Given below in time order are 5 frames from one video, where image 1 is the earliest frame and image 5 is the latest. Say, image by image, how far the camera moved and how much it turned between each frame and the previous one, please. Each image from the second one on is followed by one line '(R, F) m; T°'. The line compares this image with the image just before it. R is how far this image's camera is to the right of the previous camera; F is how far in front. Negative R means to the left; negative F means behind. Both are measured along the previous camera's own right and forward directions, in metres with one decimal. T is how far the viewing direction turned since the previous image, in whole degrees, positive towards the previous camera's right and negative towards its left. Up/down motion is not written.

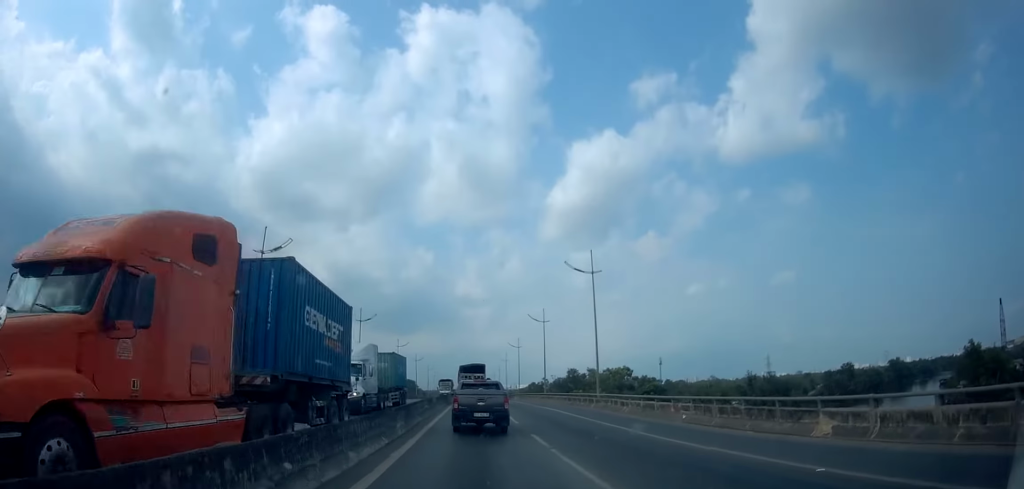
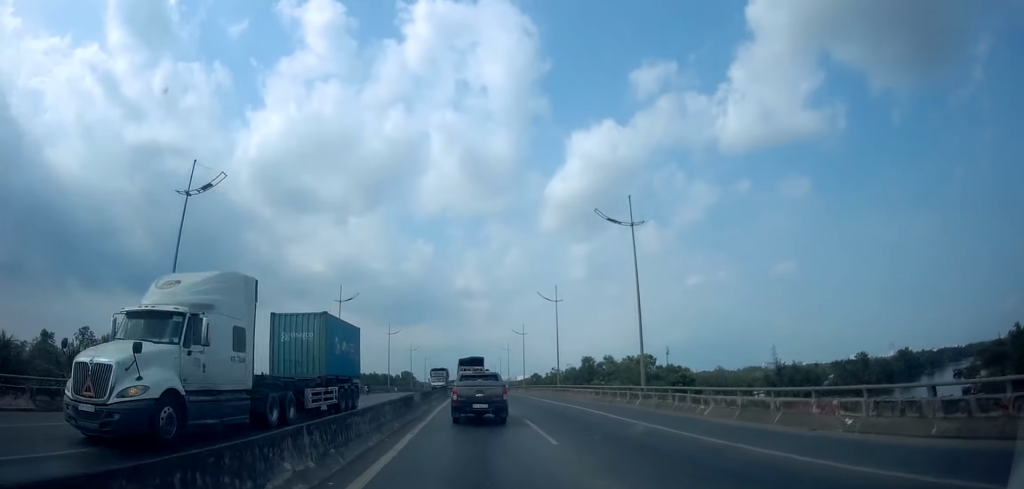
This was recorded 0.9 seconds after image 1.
(+0.5, +10.1) m; 0°
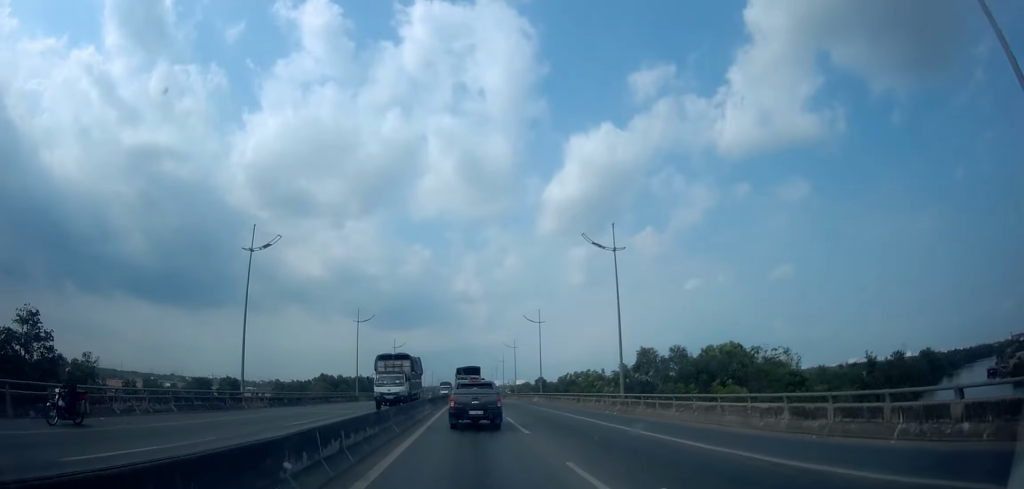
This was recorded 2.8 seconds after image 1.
(0.0, +23.0) m; 0°
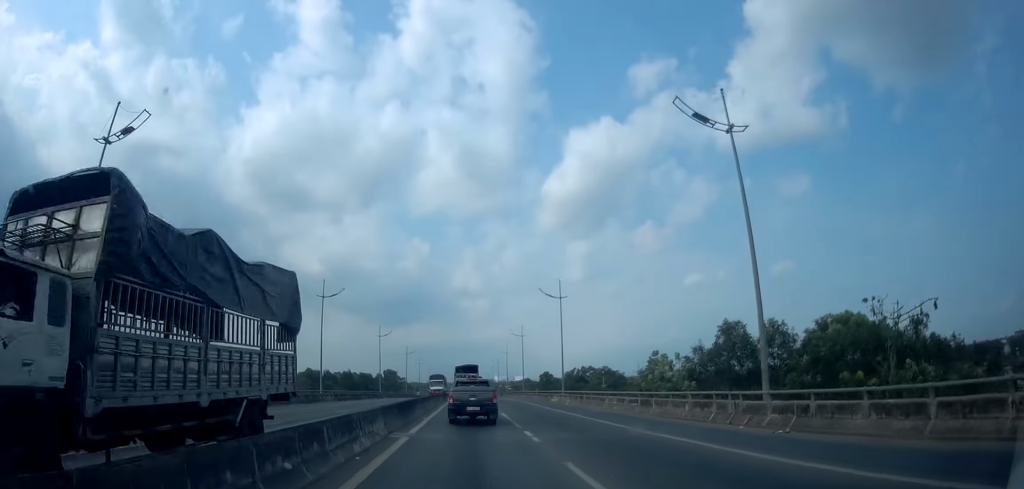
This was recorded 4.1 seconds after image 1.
(-0.3, +15.5) m; 0°
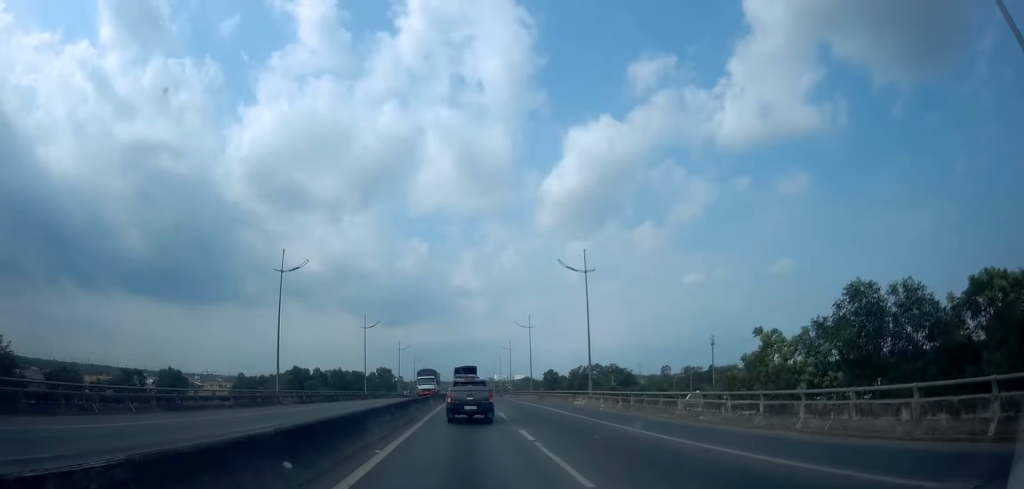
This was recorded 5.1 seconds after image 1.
(+0.1, +11.5) m; 0°
